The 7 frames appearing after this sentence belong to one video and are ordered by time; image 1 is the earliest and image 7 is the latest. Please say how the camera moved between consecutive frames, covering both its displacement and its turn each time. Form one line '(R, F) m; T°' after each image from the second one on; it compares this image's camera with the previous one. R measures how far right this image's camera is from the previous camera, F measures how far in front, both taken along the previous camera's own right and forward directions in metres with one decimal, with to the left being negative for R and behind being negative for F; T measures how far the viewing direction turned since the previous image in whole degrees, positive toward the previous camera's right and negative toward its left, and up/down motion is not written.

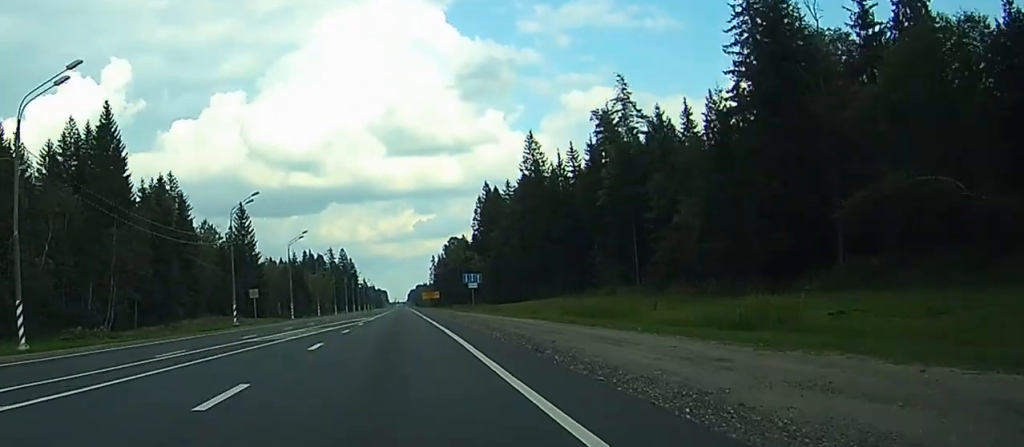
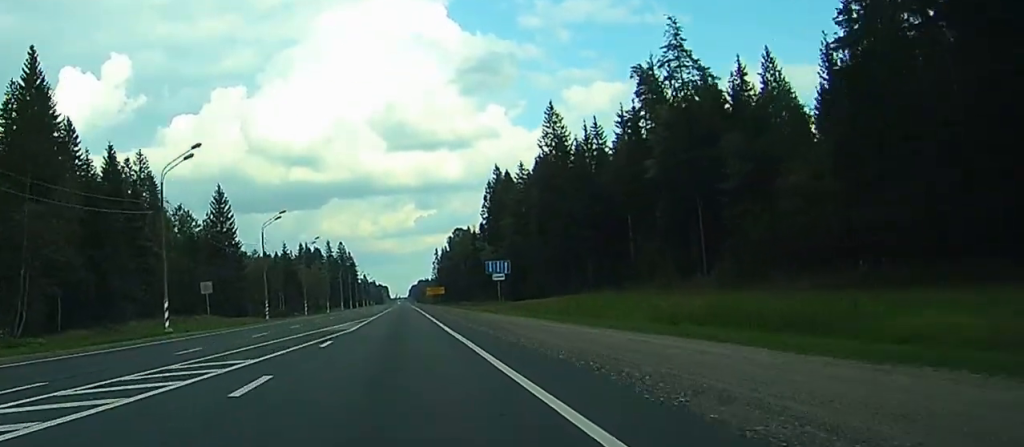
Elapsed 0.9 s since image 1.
(-0.1, +22.5) m; 0°
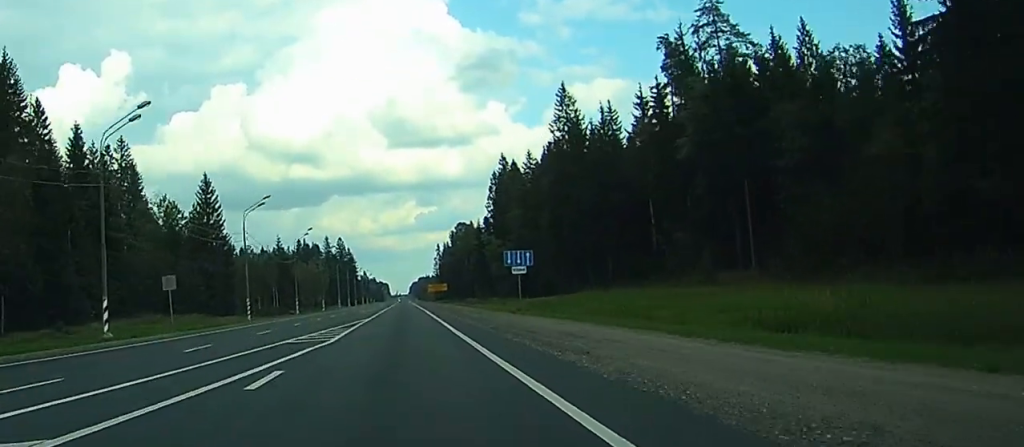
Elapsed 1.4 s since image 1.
(0.0, +11.2) m; 0°
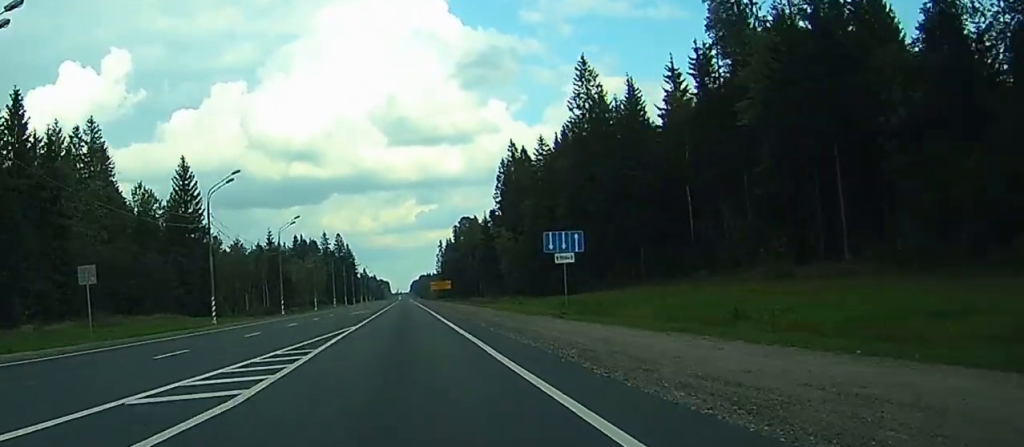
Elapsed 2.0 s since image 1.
(+0.1, +15.1) m; 0°
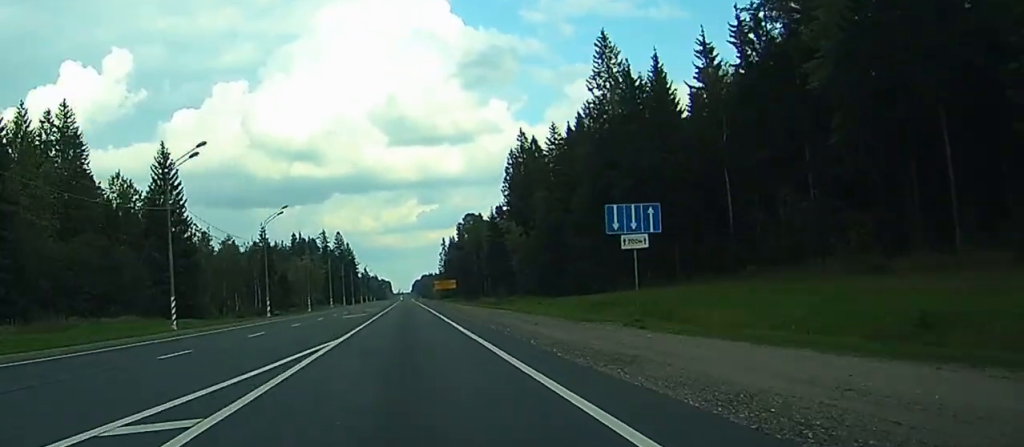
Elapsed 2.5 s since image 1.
(0.0, +12.0) m; 0°
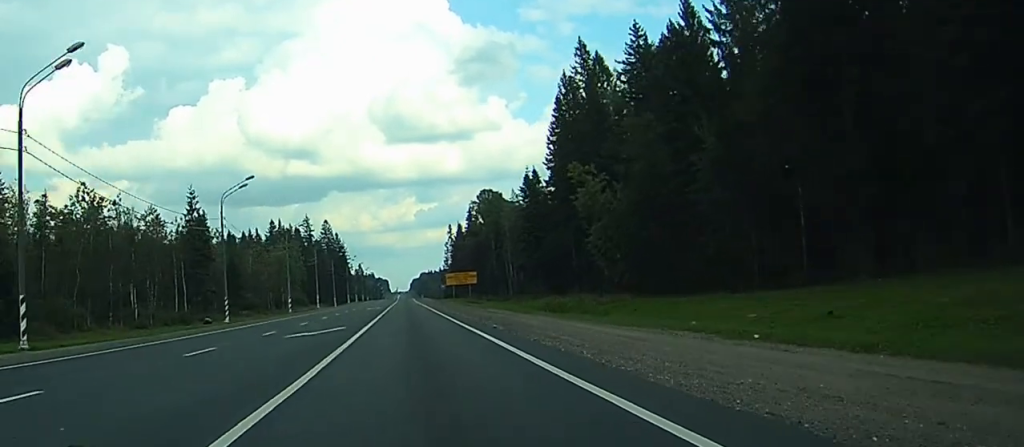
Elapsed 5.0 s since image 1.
(-0.2, +58.2) m; 0°
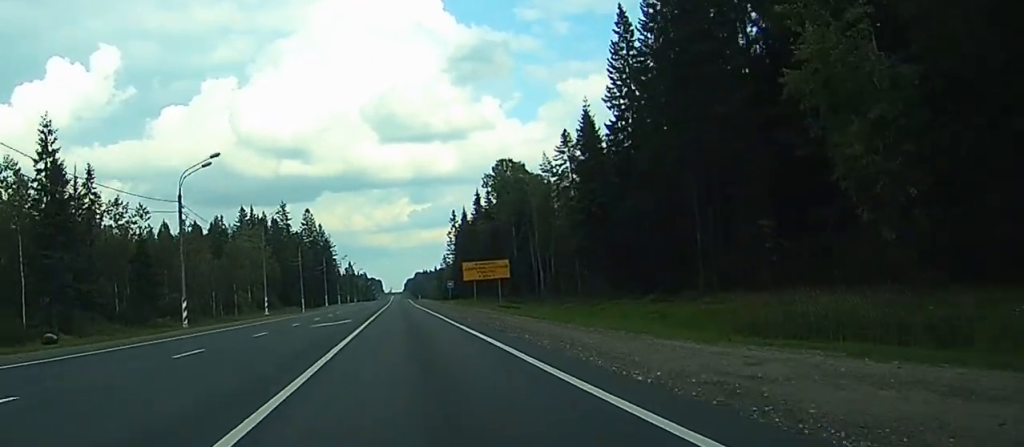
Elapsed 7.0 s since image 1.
(+0.2, +48.2) m; 0°
